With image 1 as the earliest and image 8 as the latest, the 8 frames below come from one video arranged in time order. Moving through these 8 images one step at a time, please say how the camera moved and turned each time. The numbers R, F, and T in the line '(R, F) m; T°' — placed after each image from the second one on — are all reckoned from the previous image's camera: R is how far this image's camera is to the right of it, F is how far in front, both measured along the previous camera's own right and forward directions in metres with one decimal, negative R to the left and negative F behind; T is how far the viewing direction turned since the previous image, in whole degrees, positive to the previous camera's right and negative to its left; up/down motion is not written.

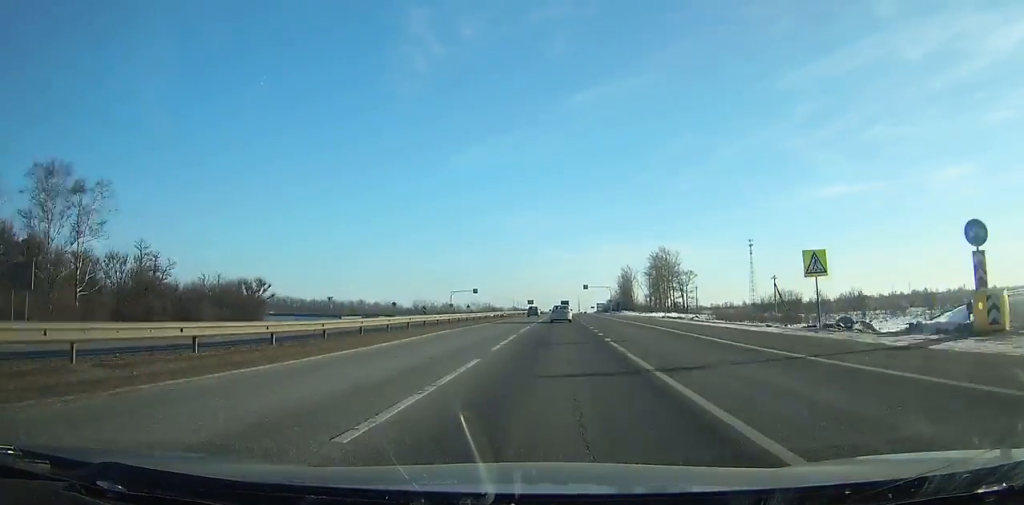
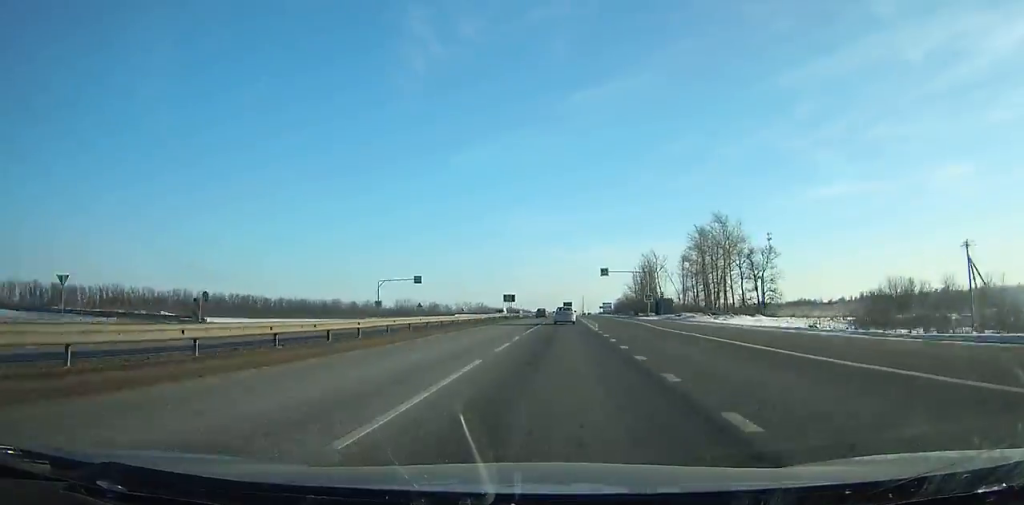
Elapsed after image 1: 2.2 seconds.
(+0.1, +59.9) m; 0°
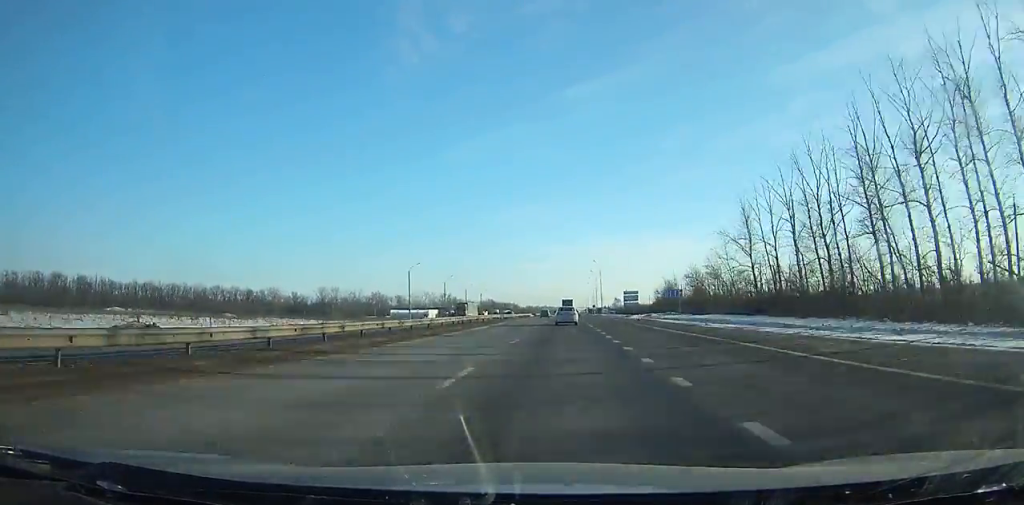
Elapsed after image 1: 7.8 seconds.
(+1.1, +152.0) m; +1°
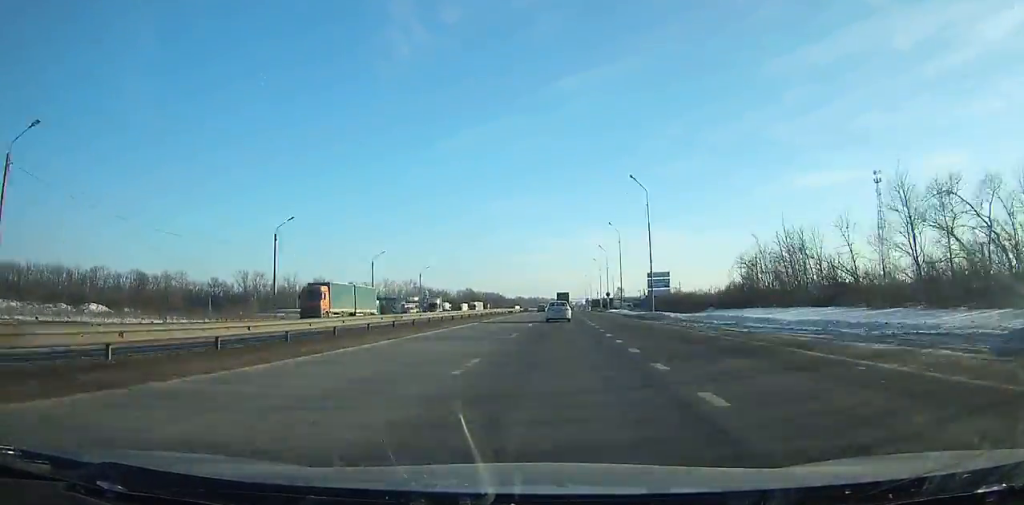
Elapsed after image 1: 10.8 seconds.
(0.0, +80.2) m; 0°
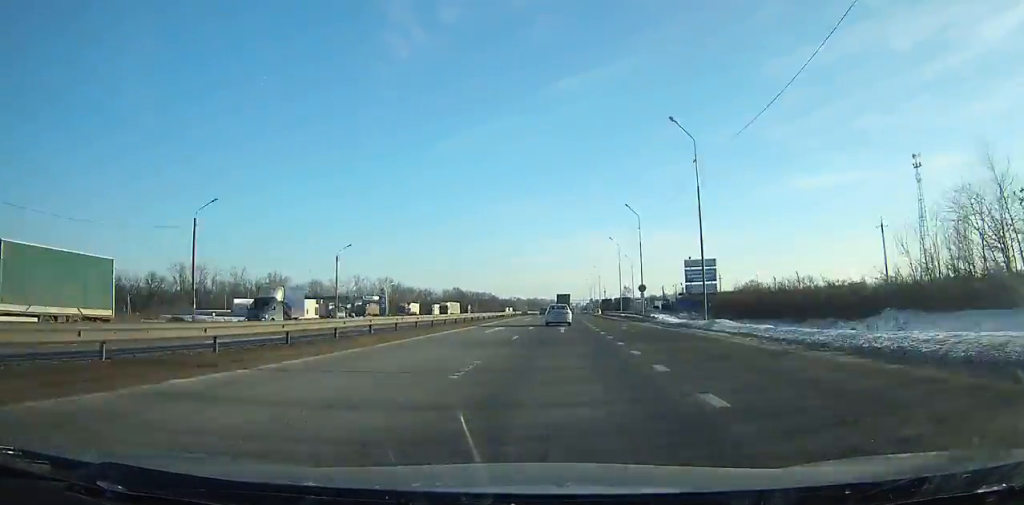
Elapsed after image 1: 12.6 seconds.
(-0.1, +47.4) m; 0°
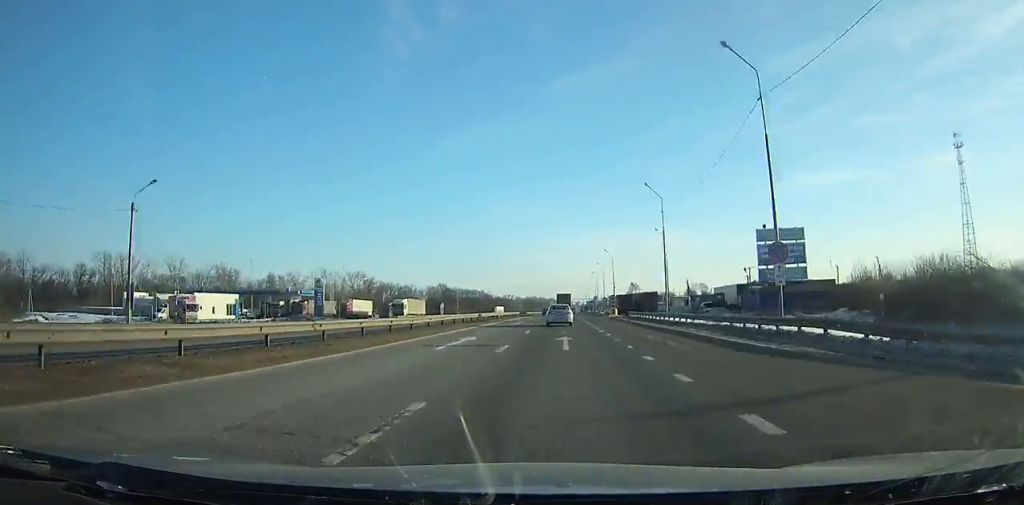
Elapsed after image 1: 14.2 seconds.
(+0.1, +41.5) m; 0°
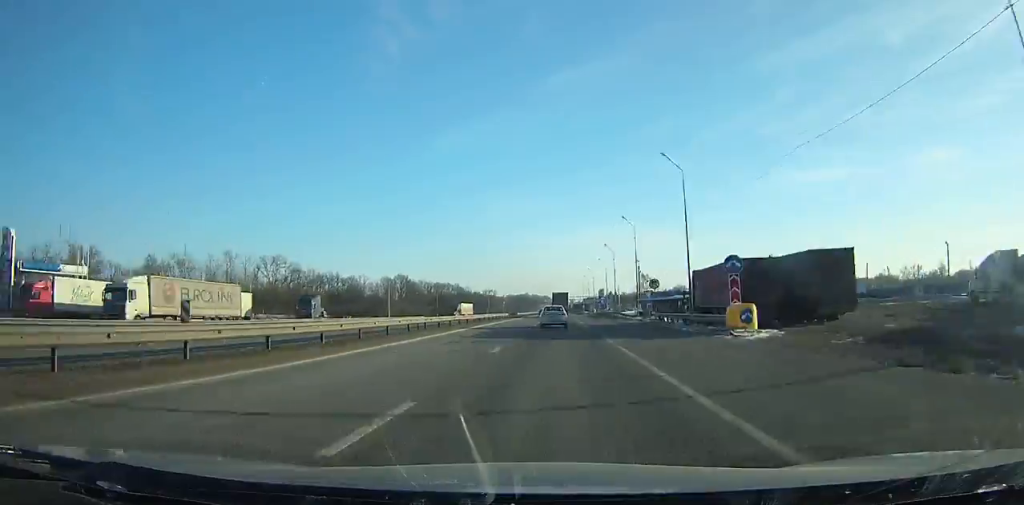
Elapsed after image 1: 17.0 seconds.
(+0.3, +71.5) m; 0°
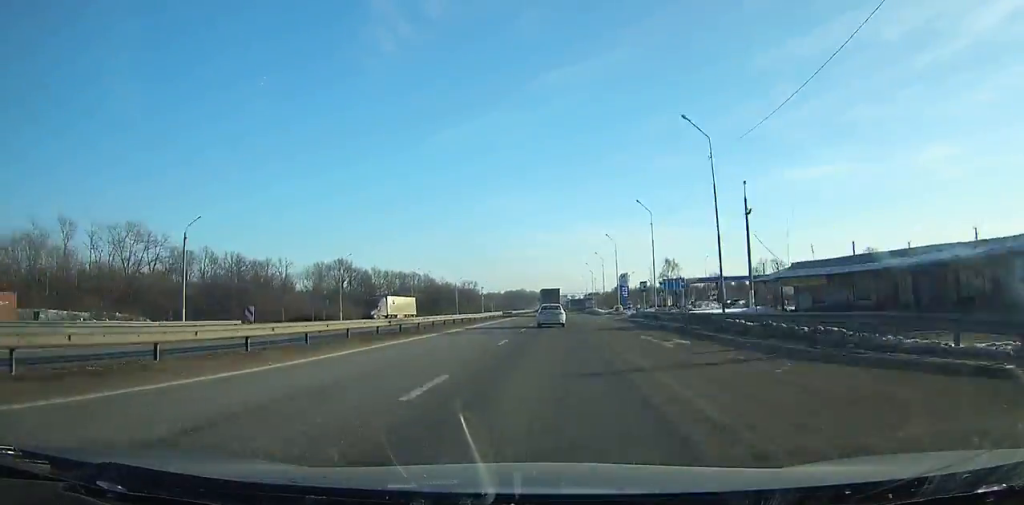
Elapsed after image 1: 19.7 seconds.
(+0.1, +67.6) m; -1°
